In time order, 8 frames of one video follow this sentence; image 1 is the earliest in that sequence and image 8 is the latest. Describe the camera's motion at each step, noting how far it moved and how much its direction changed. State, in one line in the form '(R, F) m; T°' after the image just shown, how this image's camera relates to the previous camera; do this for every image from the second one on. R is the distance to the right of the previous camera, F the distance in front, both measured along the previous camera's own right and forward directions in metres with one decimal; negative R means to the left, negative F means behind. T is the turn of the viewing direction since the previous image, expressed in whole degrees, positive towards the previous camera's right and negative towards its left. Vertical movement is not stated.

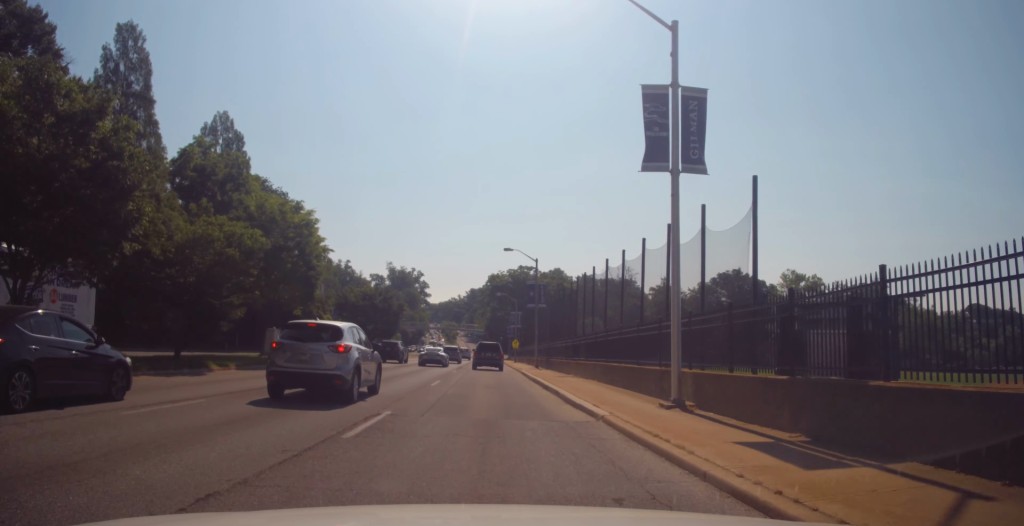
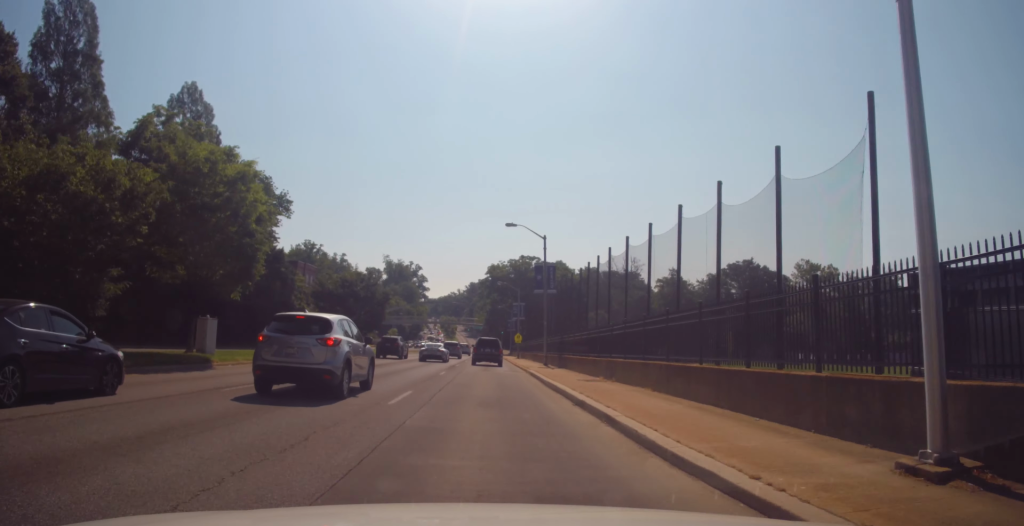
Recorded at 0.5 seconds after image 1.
(-0.1, +8.1) m; 0°
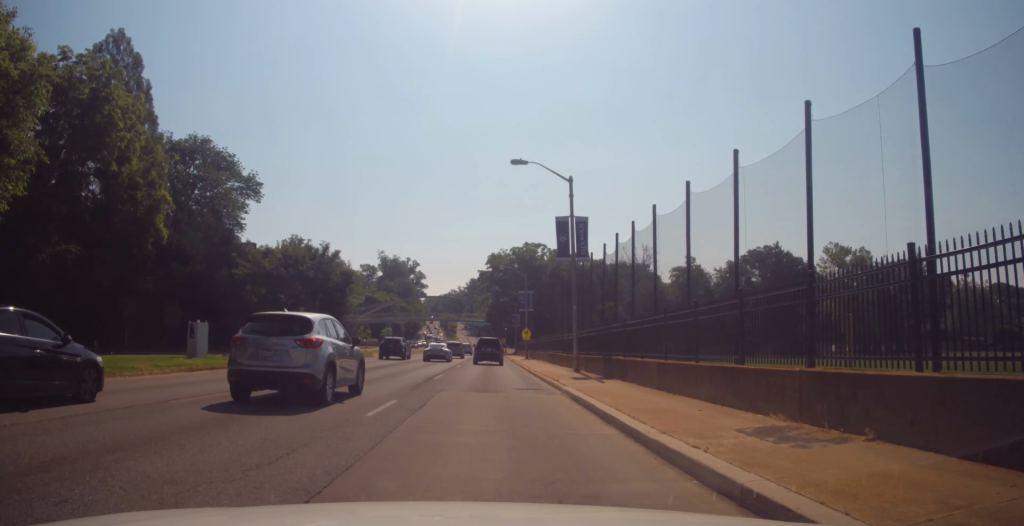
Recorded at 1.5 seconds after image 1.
(0.0, +14.3) m; 0°
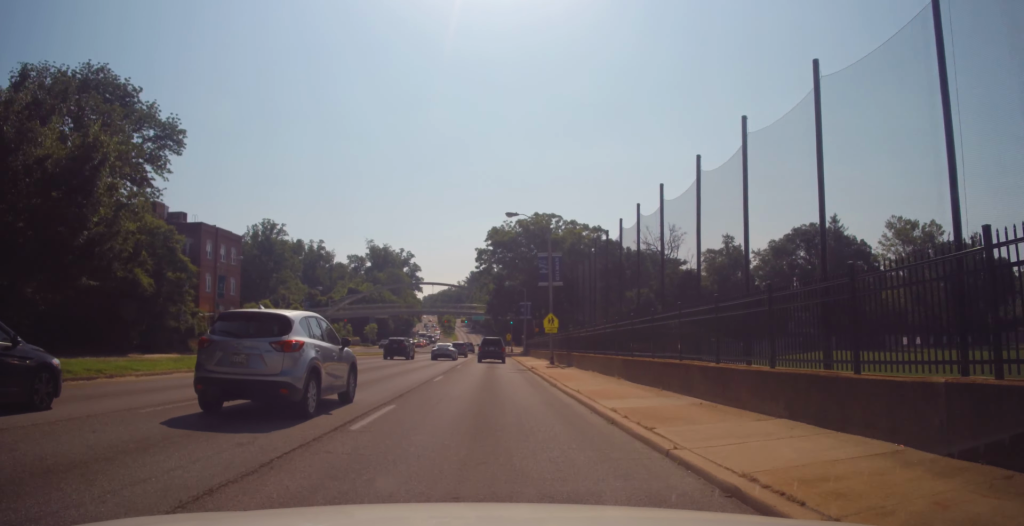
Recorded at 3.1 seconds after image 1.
(0.0, +25.5) m; 0°
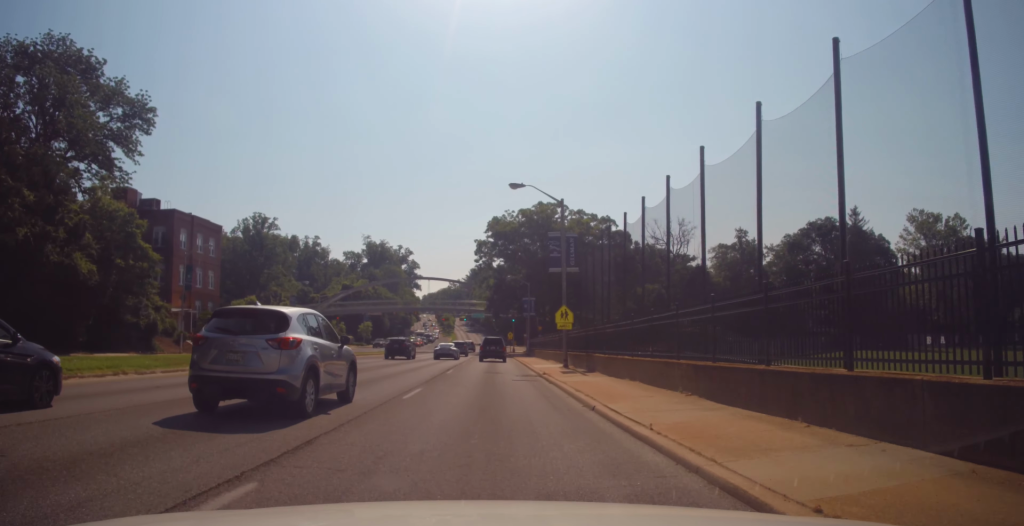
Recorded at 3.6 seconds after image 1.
(0.0, +7.1) m; 0°
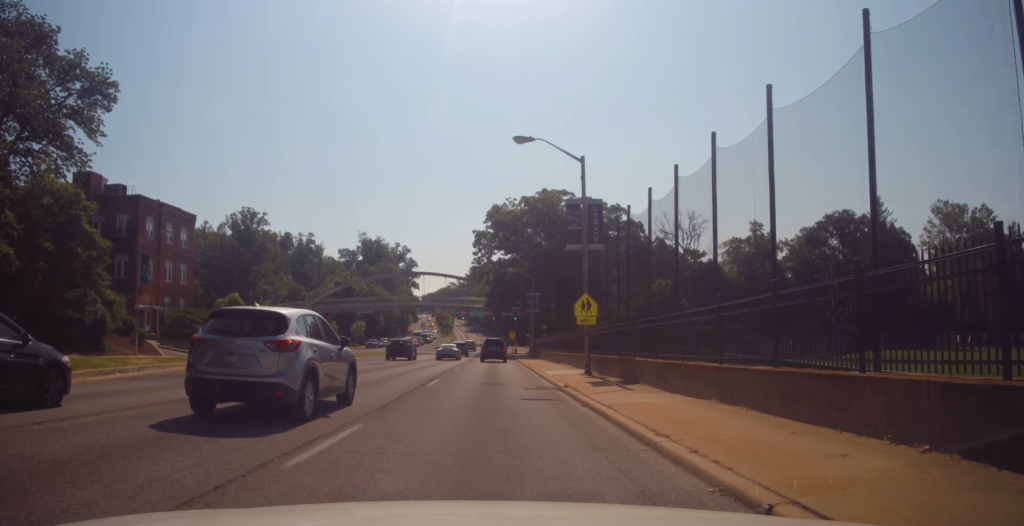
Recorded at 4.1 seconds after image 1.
(0.0, +7.6) m; 0°
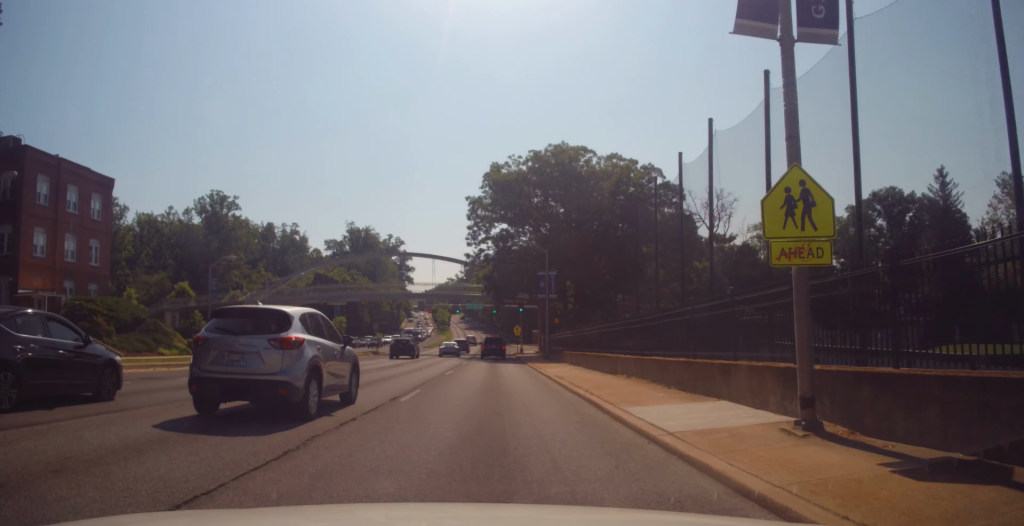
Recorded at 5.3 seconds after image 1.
(0.0, +17.8) m; 0°
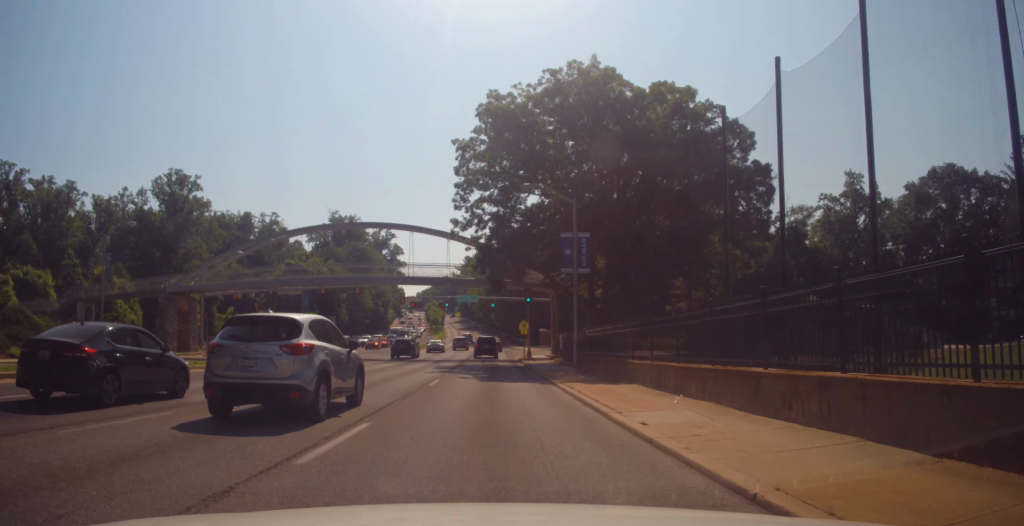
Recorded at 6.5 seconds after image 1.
(0.0, +18.5) m; 0°
